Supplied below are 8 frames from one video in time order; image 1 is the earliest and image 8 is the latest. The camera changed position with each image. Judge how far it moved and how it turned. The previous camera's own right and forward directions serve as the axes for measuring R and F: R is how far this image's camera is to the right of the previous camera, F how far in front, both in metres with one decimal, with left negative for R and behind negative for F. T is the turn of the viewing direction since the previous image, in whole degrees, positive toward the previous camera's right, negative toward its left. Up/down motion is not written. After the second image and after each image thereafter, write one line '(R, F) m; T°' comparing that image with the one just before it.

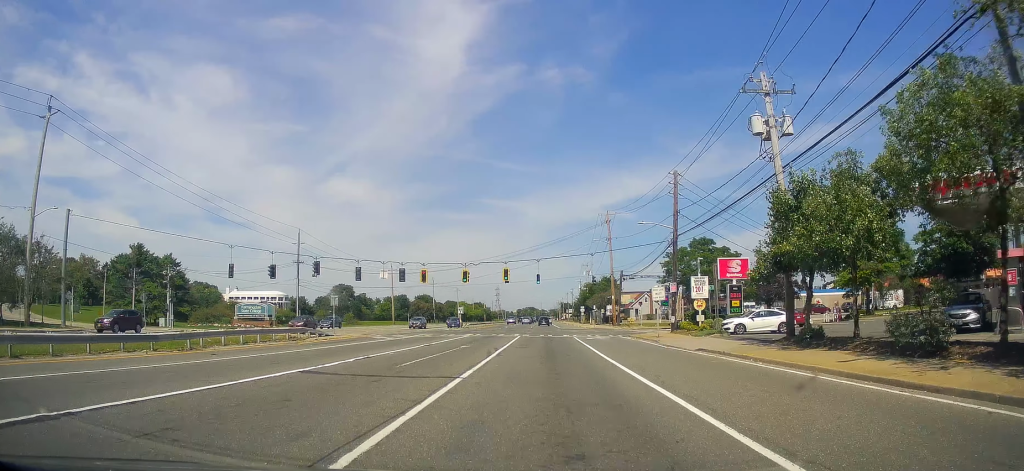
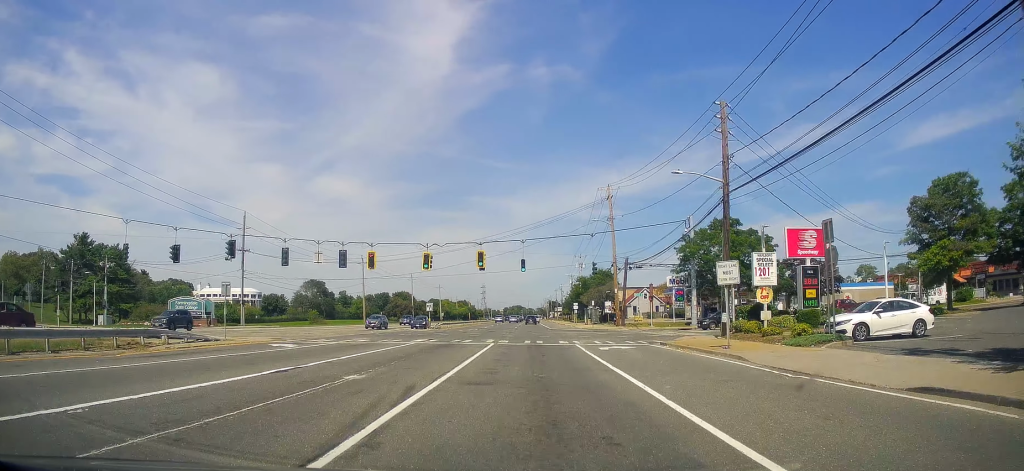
(+0.6, +14.0) m; +1°
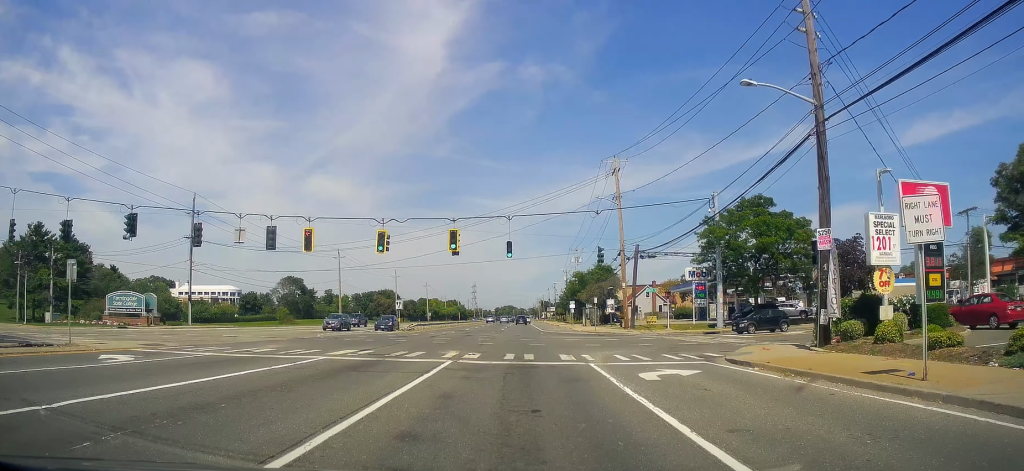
(-0.2, +10.3) m; -1°
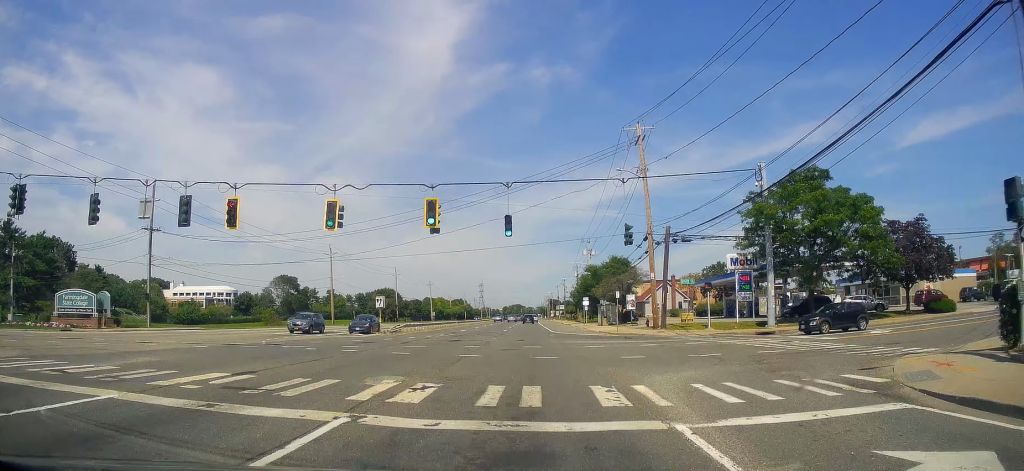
(-0.3, +9.7) m; 0°
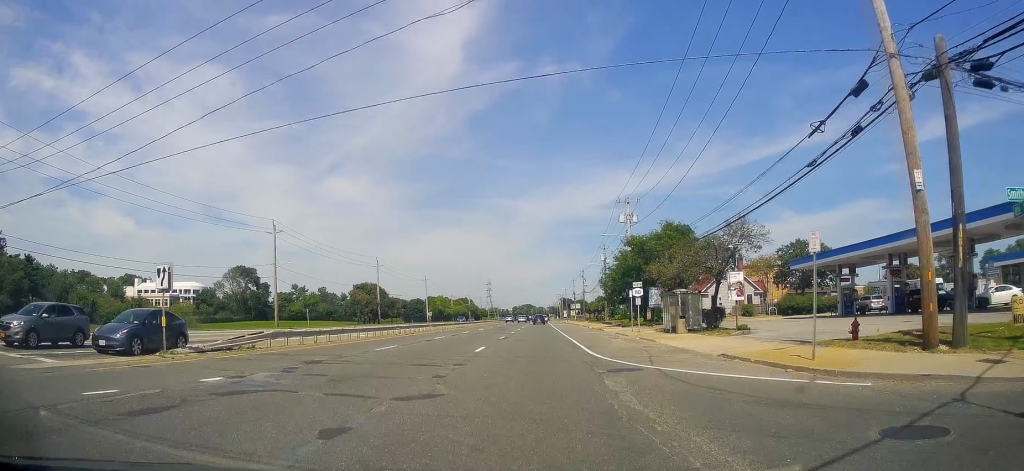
(+1.3, +30.1) m; +2°
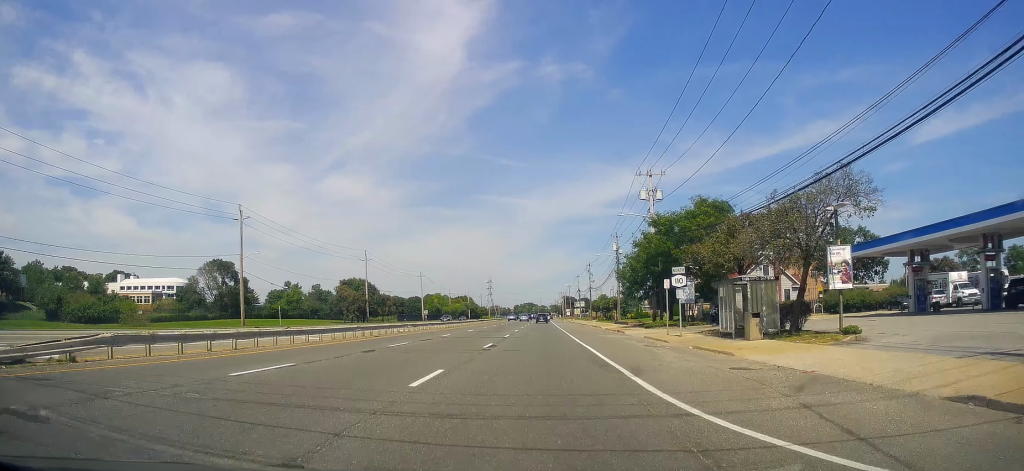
(-0.1, +11.4) m; -1°
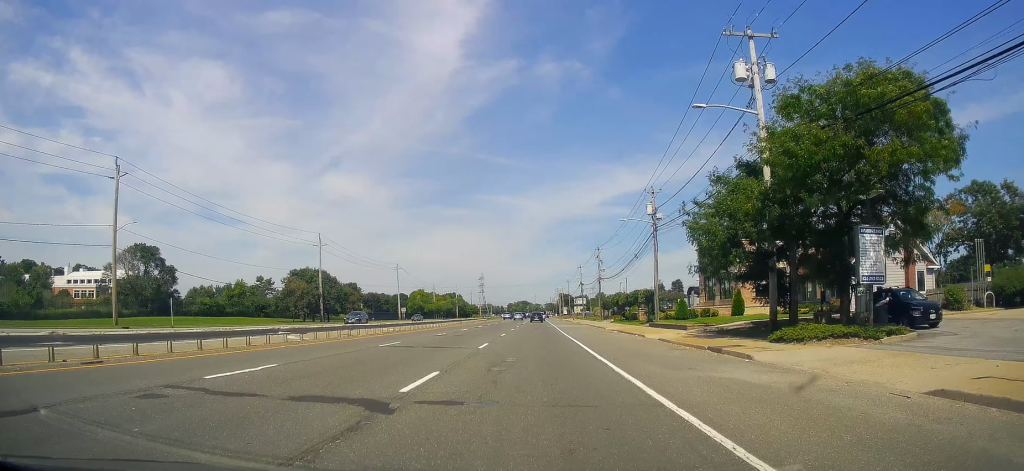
(-0.4, +26.9) m; 0°
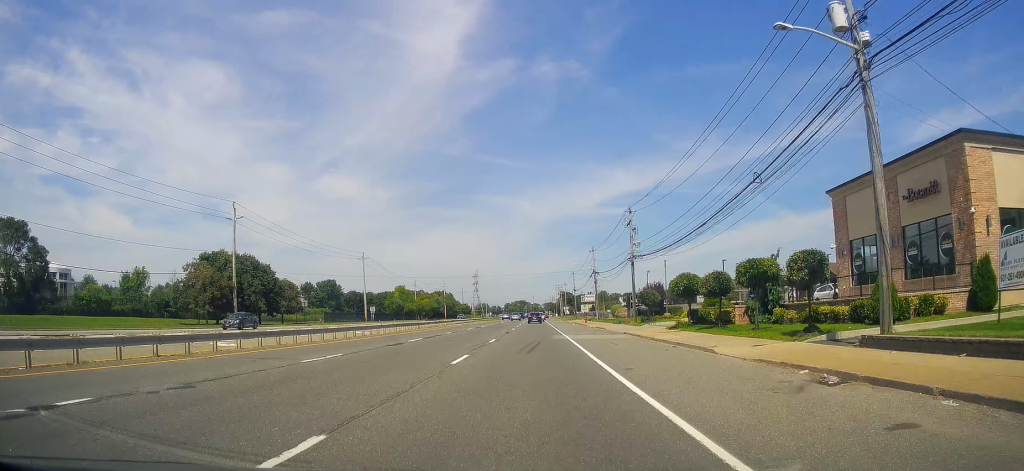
(+0.2, +32.6) m; 0°
